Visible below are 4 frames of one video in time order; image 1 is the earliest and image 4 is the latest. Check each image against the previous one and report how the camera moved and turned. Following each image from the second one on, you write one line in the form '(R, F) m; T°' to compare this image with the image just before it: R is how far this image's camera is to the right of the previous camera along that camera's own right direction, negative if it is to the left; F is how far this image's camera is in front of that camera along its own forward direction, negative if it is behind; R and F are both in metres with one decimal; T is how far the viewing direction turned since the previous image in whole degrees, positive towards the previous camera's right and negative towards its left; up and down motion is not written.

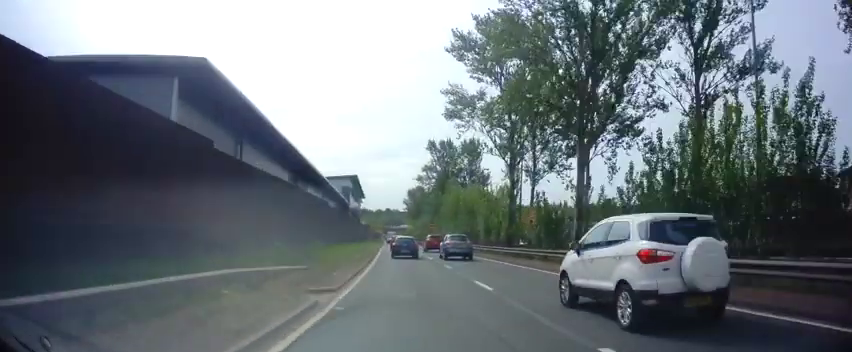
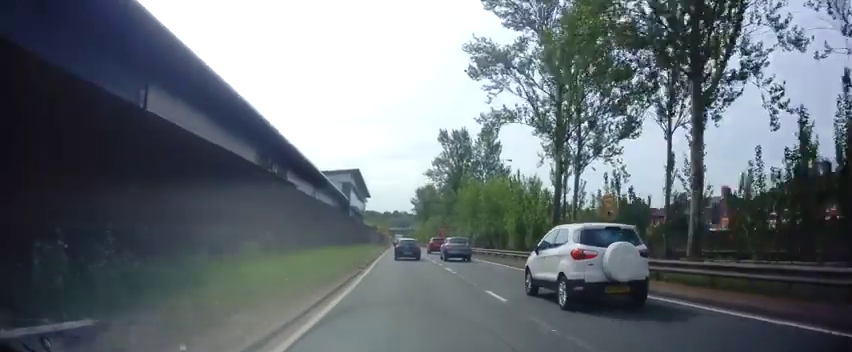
(-0.2, +10.5) m; -1°
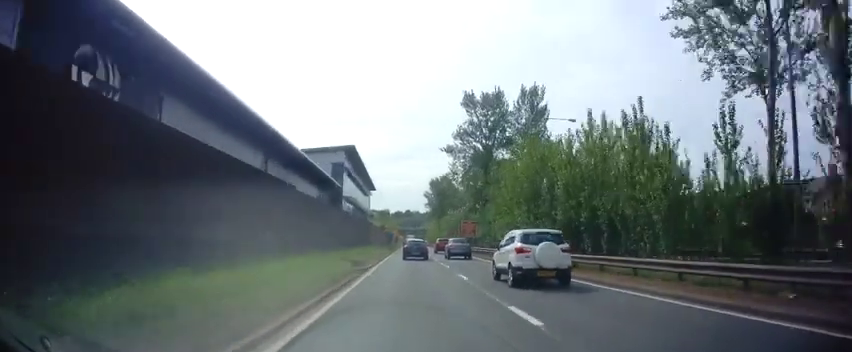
(-0.4, +21.0) m; -2°
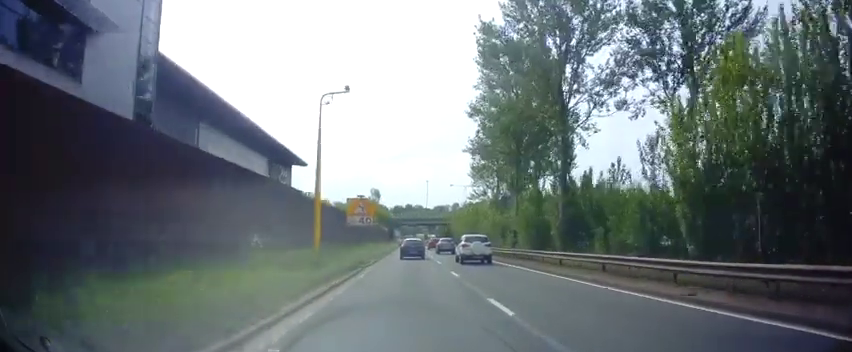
(-0.6, +97.3) m; 0°
